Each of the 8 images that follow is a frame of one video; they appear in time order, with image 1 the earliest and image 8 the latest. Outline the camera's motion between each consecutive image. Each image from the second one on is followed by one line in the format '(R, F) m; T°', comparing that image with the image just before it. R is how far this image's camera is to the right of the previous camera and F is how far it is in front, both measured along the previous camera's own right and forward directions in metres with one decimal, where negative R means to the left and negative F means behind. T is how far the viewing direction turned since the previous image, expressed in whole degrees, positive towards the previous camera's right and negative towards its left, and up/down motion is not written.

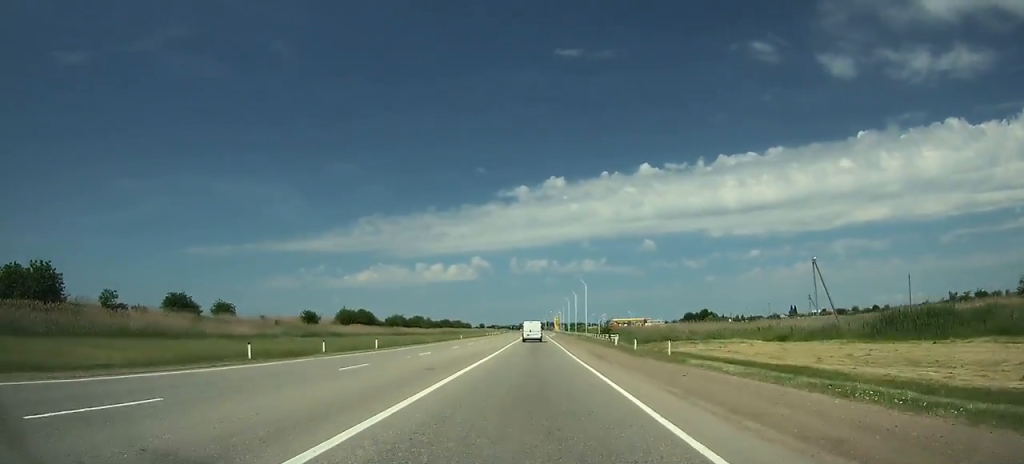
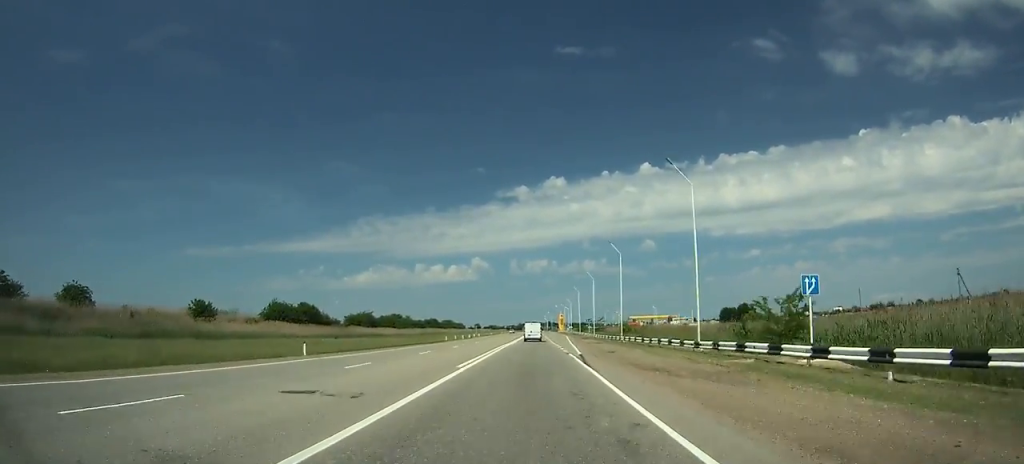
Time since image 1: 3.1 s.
(-0.2, +70.2) m; 0°
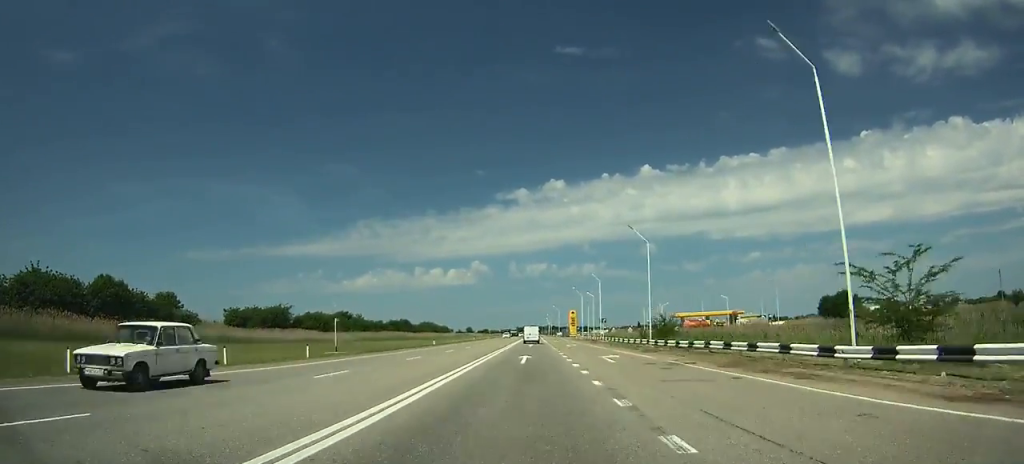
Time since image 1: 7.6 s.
(-0.3, +108.0) m; 0°
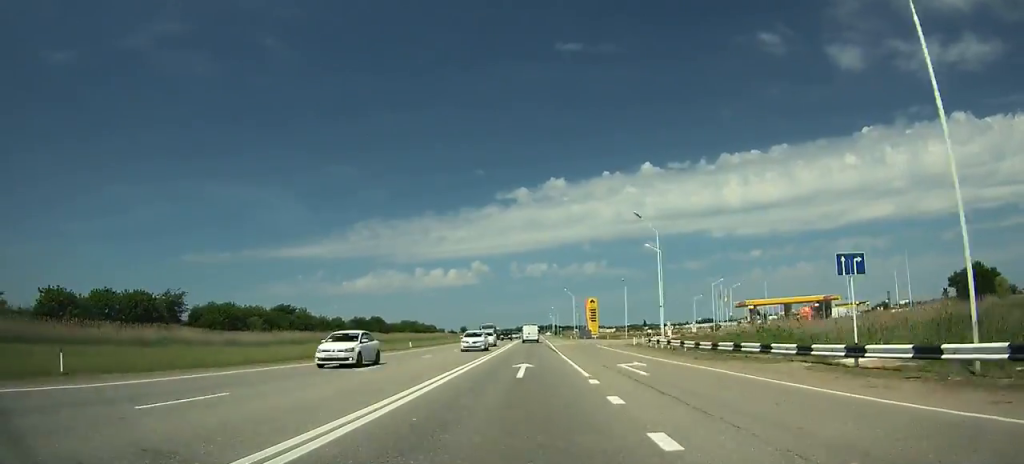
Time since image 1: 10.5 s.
(+0.1, +70.6) m; 0°
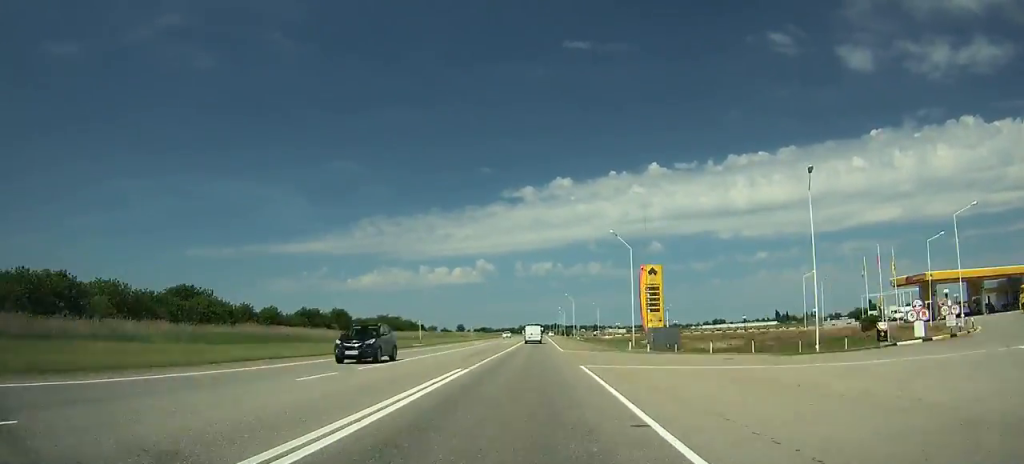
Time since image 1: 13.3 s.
(-0.1, +65.6) m; 0°
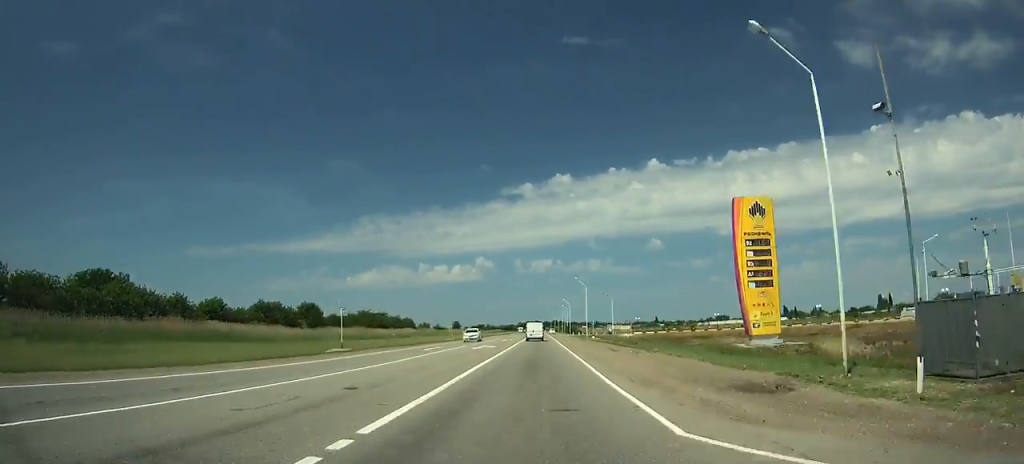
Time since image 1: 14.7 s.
(-0.1, +32.3) m; 0°
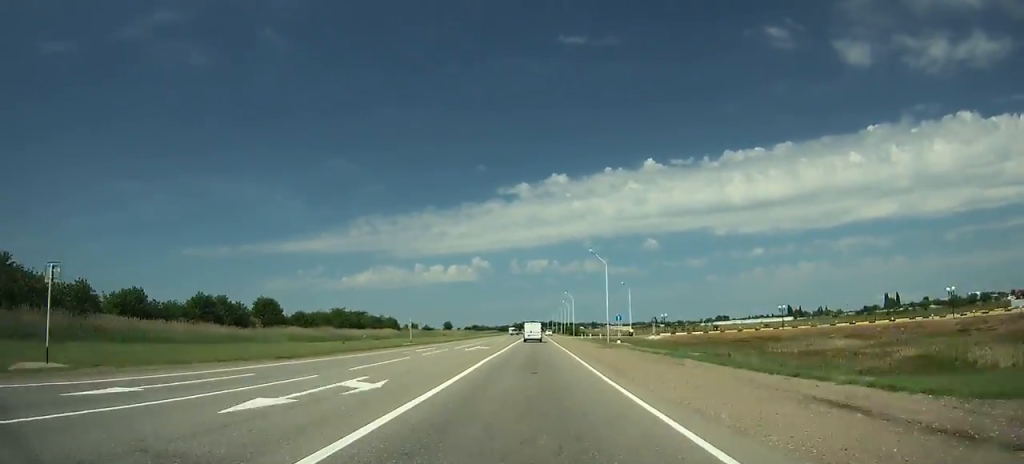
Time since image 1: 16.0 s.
(0.0, +29.5) m; 0°
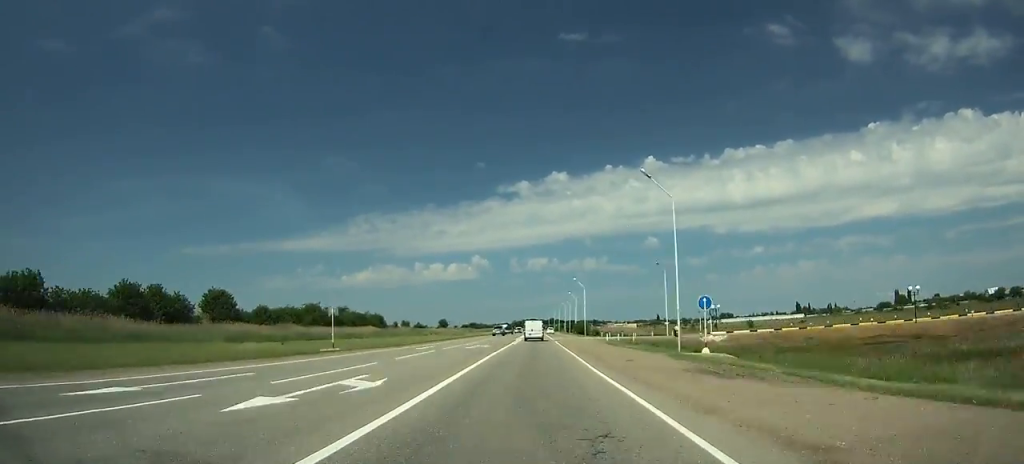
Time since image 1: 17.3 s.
(+0.1, +27.7) m; 0°
